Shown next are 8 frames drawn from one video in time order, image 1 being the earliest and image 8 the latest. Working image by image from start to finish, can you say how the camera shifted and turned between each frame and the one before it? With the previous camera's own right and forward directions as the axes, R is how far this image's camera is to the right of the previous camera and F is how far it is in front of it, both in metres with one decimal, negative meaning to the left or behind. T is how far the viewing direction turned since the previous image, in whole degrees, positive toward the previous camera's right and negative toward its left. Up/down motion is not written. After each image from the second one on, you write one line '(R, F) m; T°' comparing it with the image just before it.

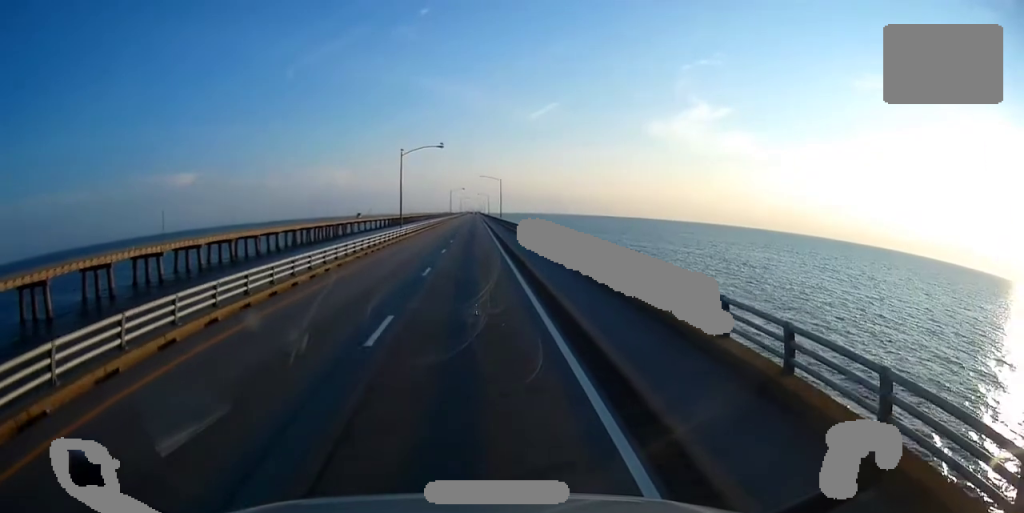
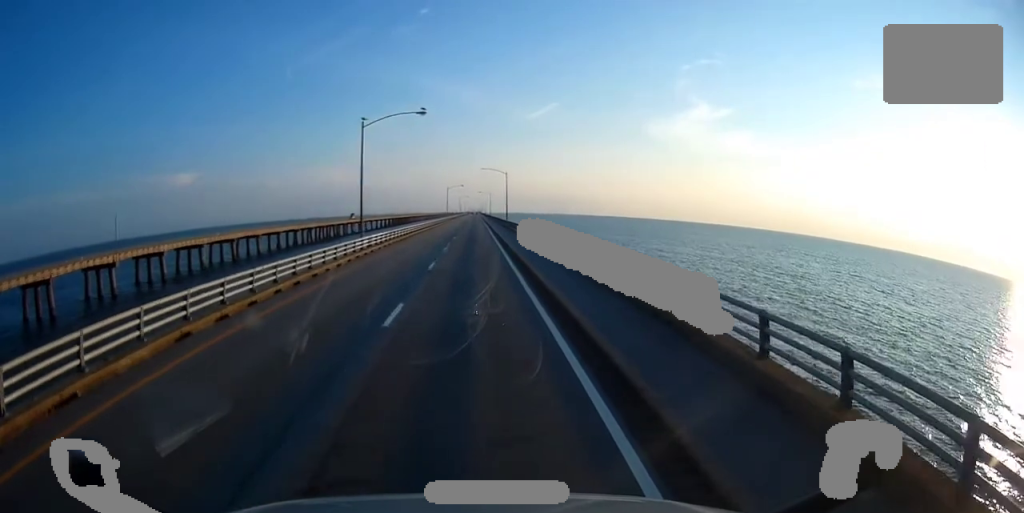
(0.0, +22.3) m; +1°
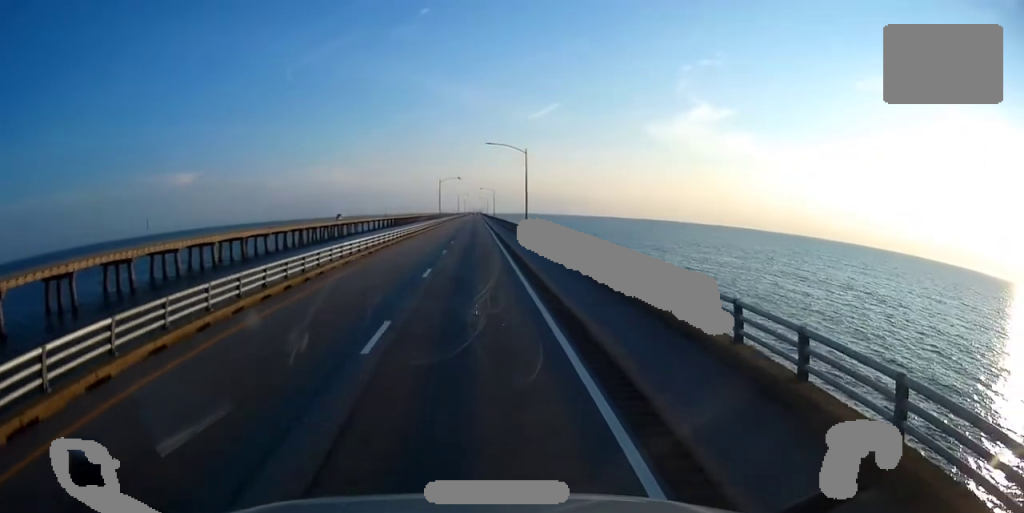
(+0.6, +38.2) m; 0°
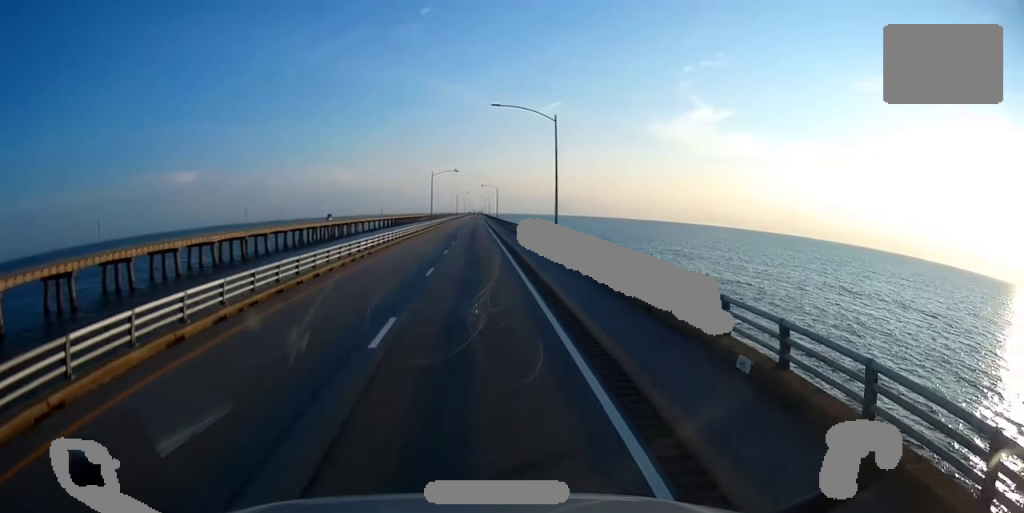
(-0.3, +23.3) m; -1°
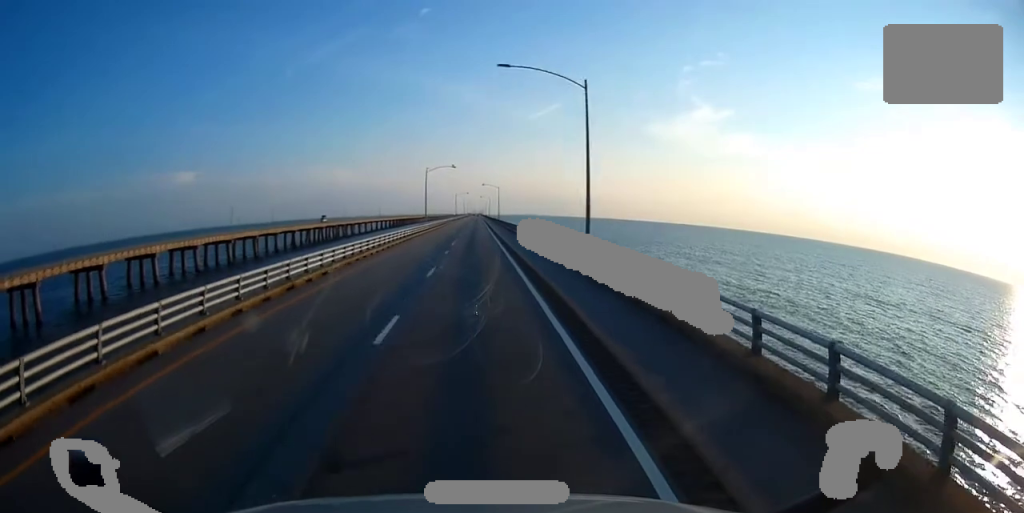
(0.0, +11.6) m; 0°
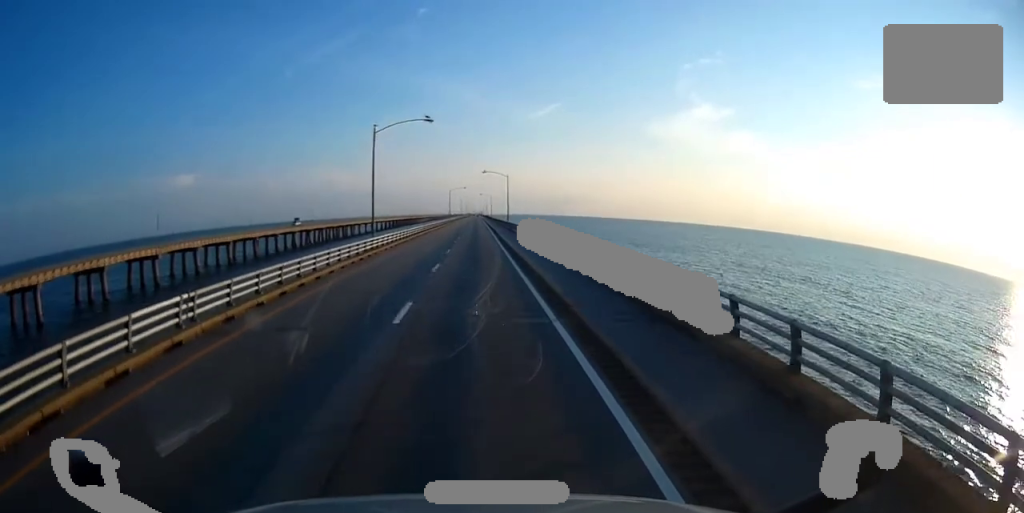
(-0.5, +45.4) m; -1°
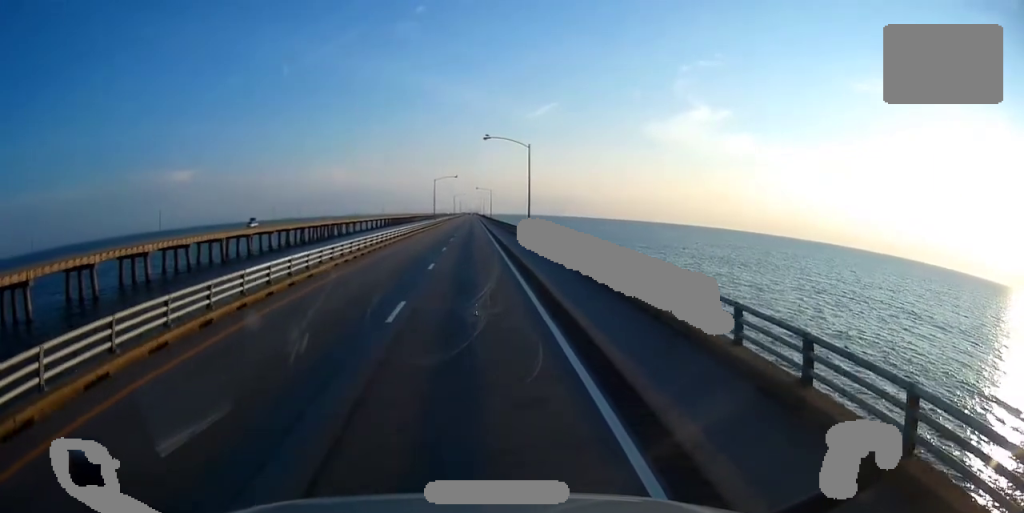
(+1.1, +47.5) m; +2°
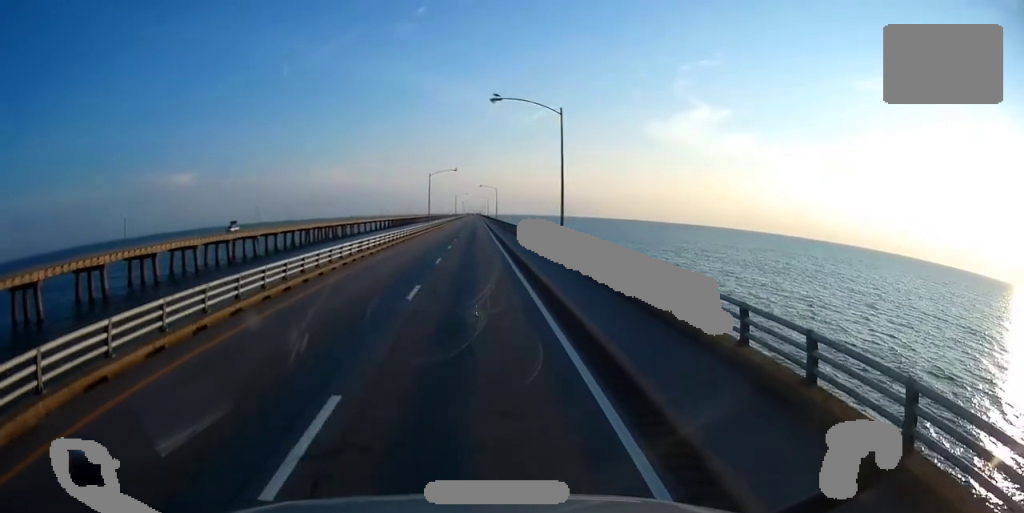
(-0.2, +20.1) m; -1°
